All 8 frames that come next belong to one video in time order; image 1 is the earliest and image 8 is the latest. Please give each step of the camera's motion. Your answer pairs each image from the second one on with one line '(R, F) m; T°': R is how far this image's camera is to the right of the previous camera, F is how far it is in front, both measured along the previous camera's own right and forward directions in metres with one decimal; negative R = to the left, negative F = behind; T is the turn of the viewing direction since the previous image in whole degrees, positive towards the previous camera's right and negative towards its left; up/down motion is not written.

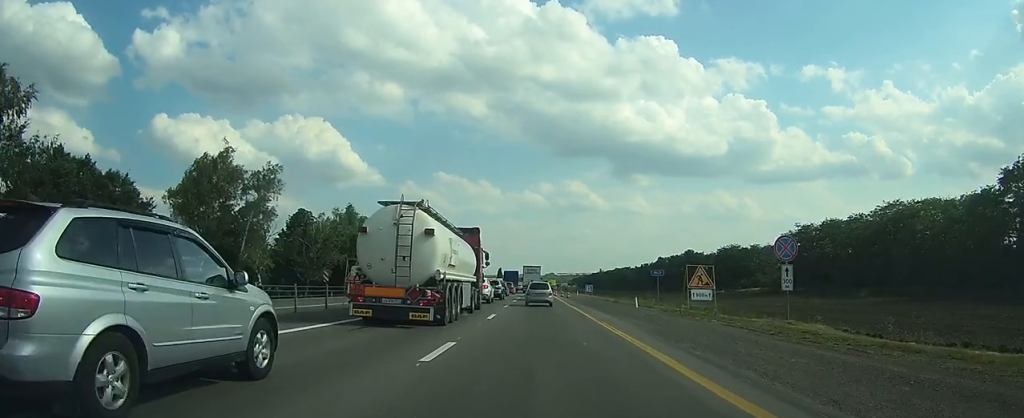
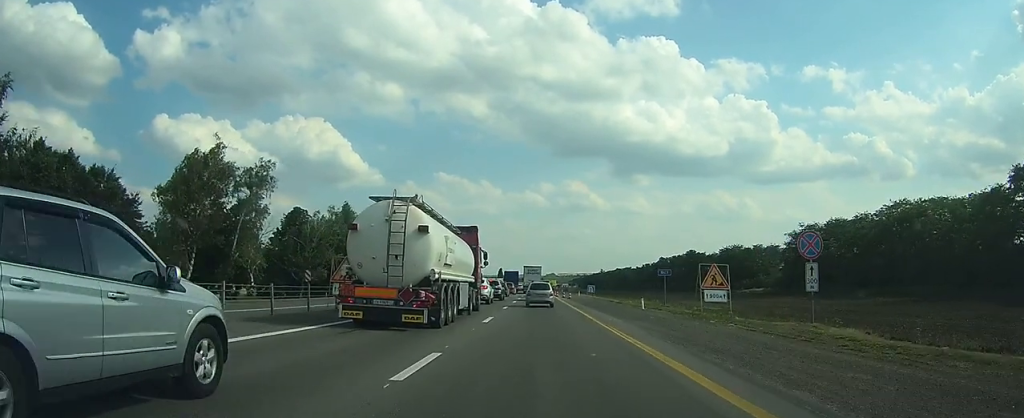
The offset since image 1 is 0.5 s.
(0.0, +2.0) m; 0°
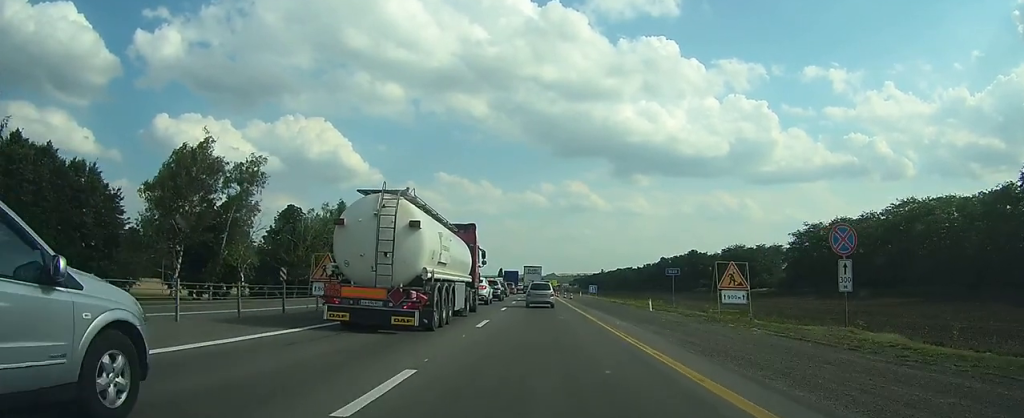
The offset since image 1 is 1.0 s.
(0.0, +2.3) m; 0°
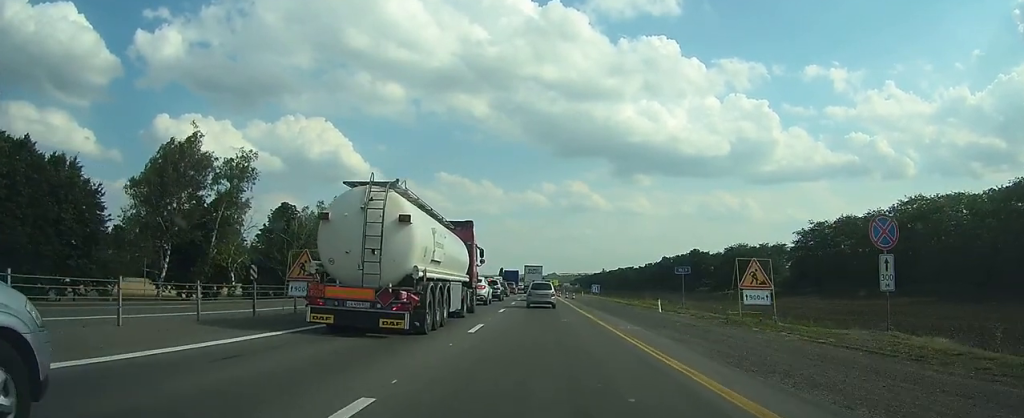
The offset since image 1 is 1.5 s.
(0.0, +2.3) m; 0°
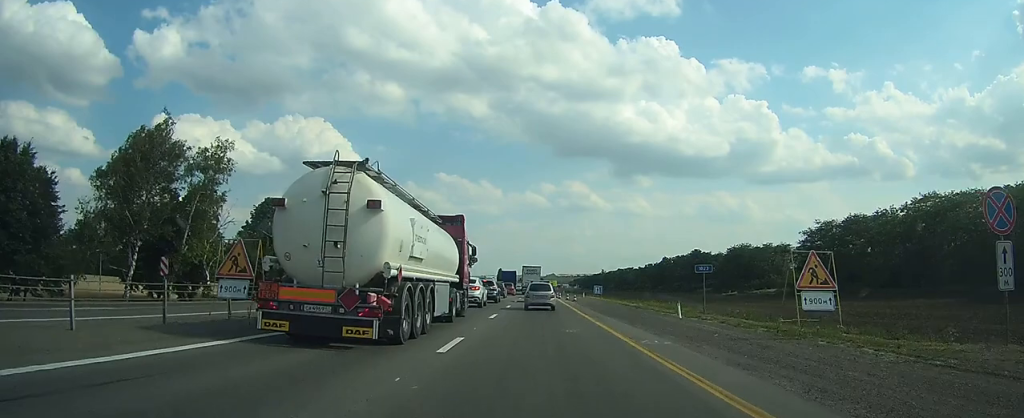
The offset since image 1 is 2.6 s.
(0.0, +4.6) m; +1°
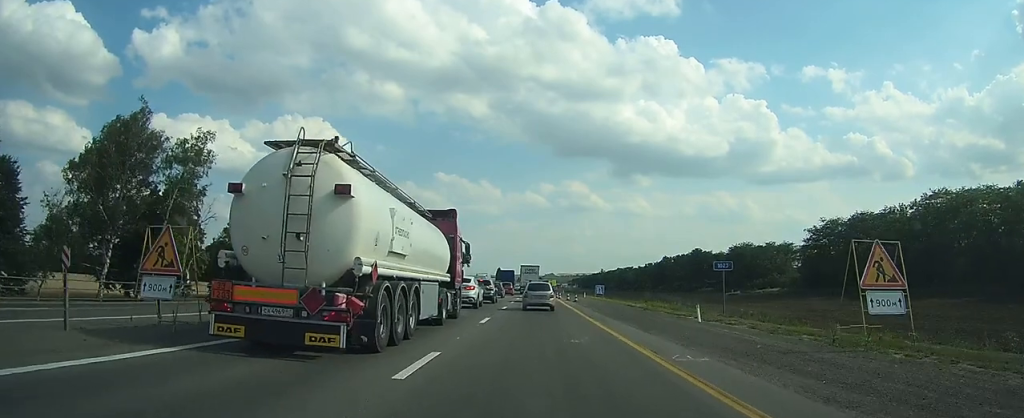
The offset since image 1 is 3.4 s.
(0.0, +3.3) m; 0°
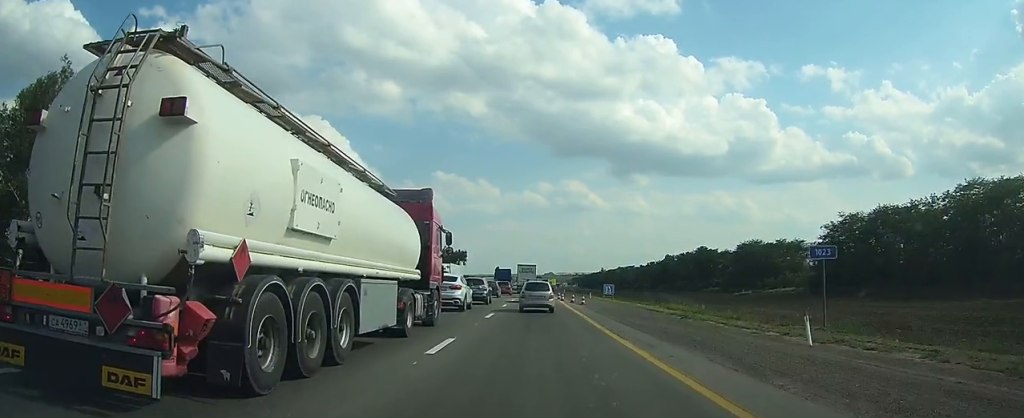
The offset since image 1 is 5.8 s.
(0.0, +9.2) m; 0°
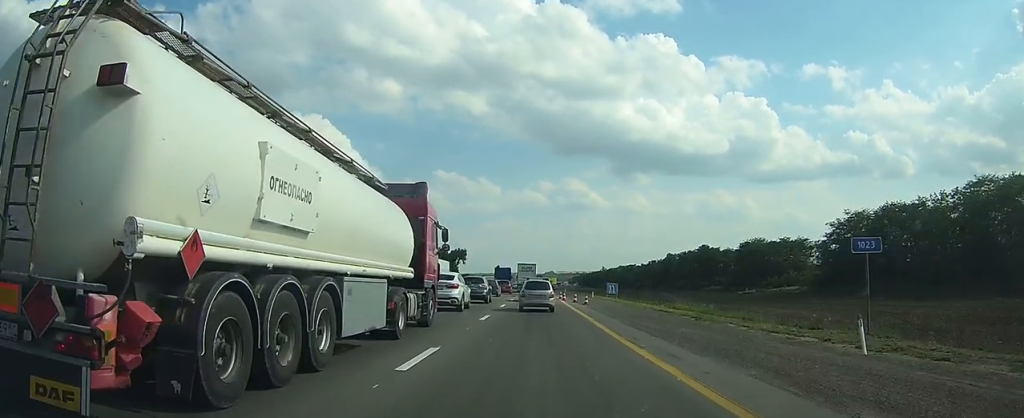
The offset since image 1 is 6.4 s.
(0.0, +2.3) m; 0°
